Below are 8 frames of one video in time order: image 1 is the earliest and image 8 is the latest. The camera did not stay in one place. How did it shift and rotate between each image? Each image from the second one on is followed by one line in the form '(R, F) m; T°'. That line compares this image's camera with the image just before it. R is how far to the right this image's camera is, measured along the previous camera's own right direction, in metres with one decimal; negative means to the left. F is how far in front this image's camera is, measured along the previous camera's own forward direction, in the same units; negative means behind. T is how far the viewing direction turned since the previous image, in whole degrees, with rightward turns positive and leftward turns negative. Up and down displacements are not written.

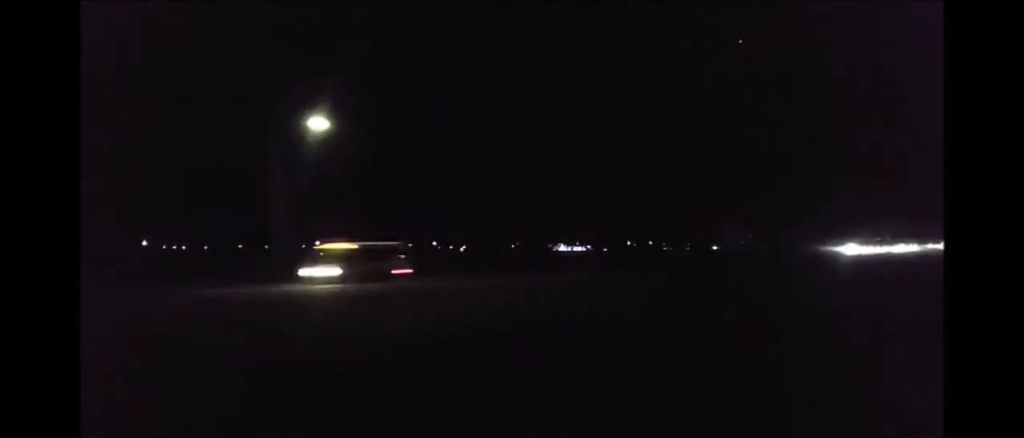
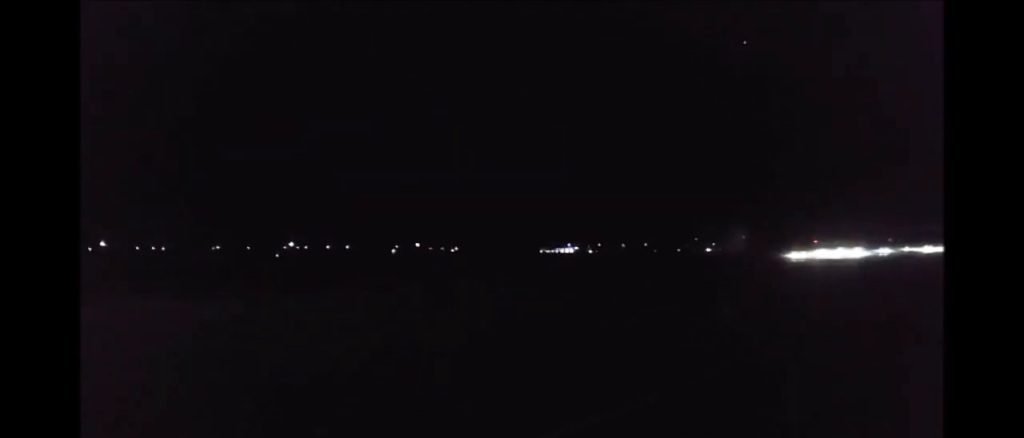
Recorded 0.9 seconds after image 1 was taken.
(-0.3, +26.9) m; -1°
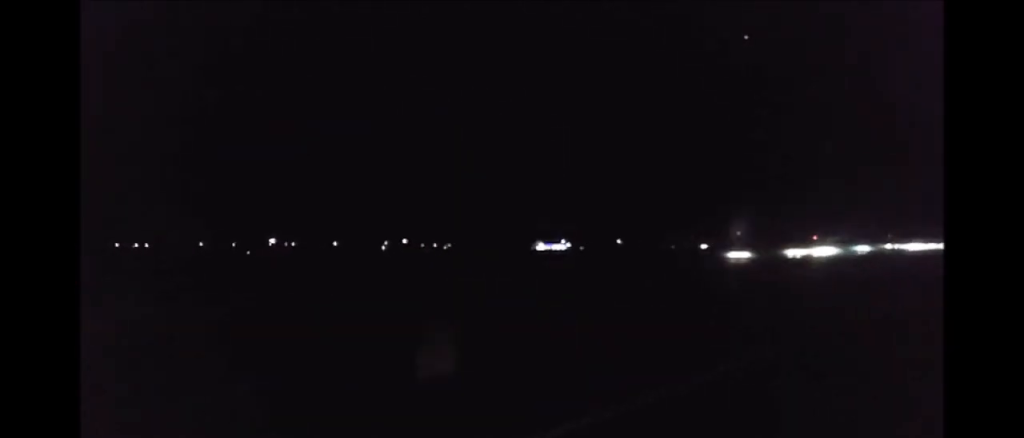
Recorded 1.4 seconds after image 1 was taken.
(+0.1, +13.9) m; -1°
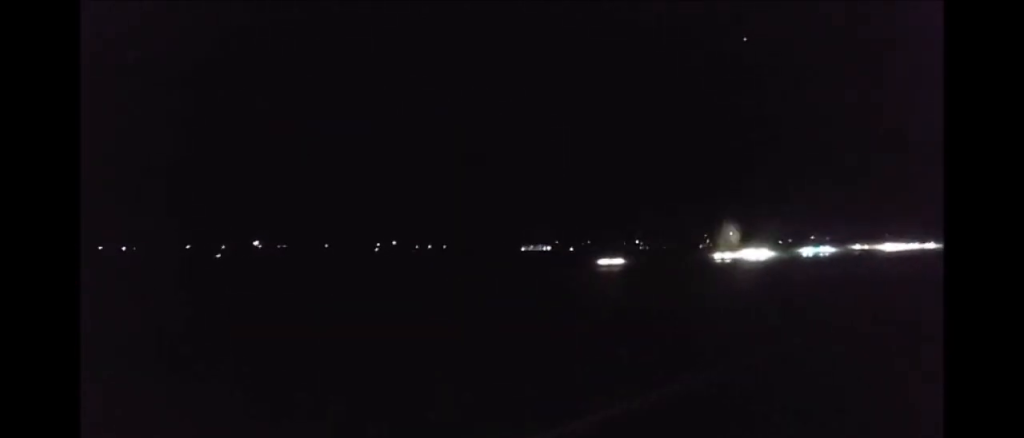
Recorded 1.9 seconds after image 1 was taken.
(-0.2, +17.0) m; 0°
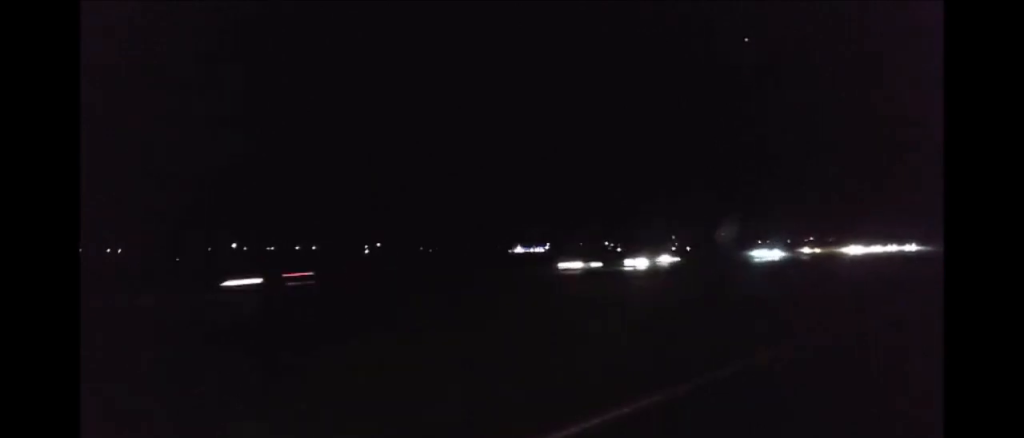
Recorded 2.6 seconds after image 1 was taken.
(-0.3, +20.0) m; 0°
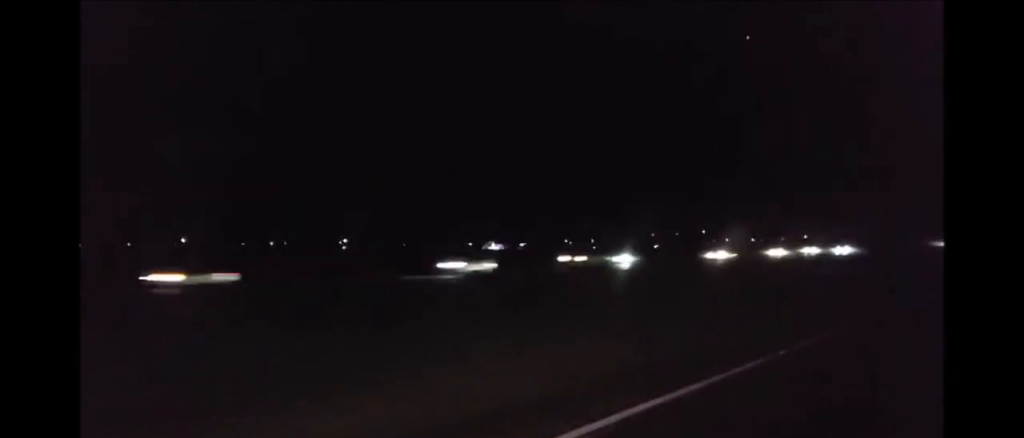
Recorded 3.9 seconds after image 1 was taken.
(+1.0, +39.5) m; +2°
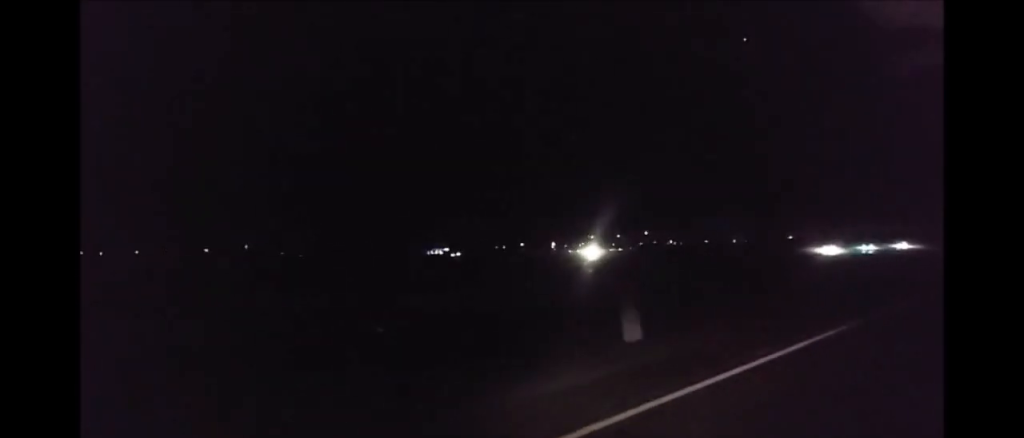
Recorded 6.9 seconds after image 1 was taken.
(-1.3, +91.7) m; -2°
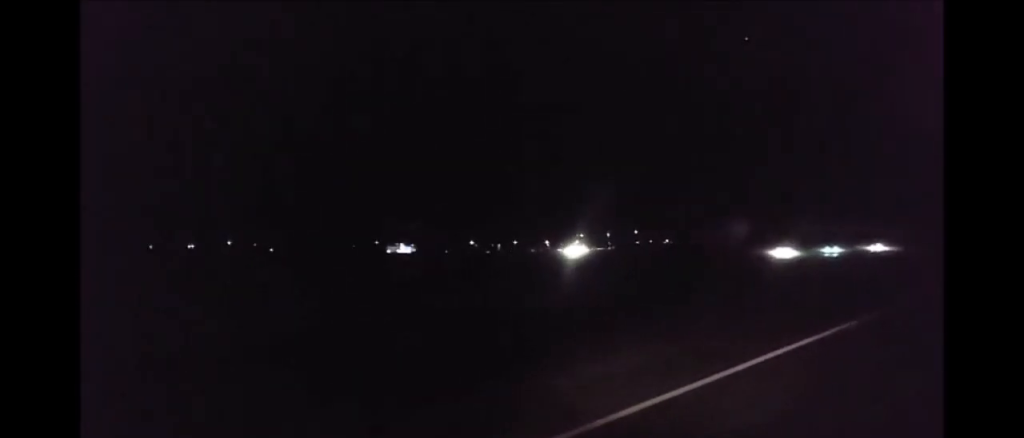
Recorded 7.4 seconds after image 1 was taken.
(-0.3, +14.2) m; 0°
